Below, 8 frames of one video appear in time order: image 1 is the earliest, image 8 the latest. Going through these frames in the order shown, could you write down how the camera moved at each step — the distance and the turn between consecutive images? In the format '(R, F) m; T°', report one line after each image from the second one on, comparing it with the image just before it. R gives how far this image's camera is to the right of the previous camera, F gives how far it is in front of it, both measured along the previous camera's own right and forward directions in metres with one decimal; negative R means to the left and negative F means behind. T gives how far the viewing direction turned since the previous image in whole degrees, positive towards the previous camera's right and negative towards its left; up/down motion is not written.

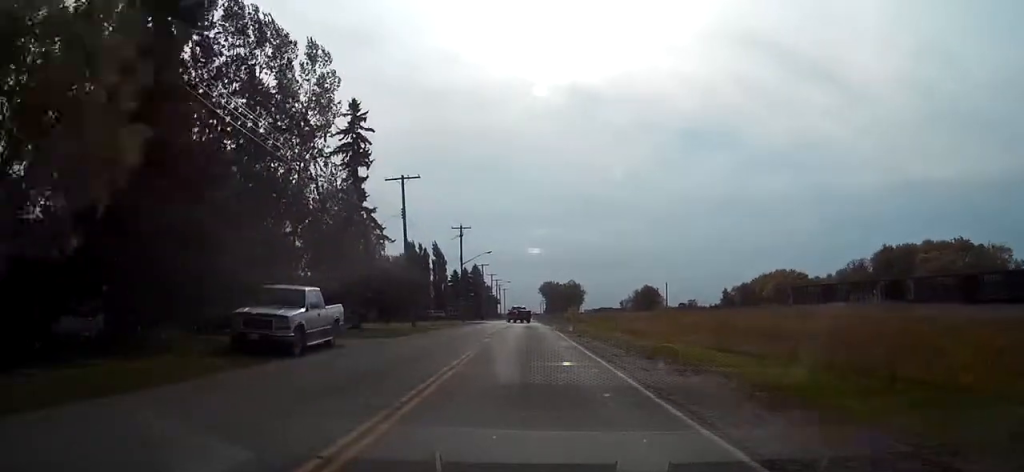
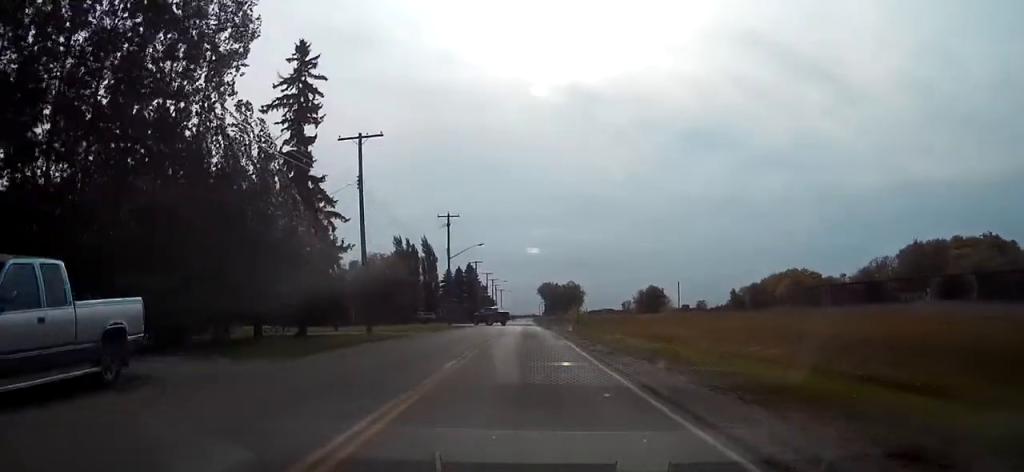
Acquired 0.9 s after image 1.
(+0.1, +13.2) m; +1°
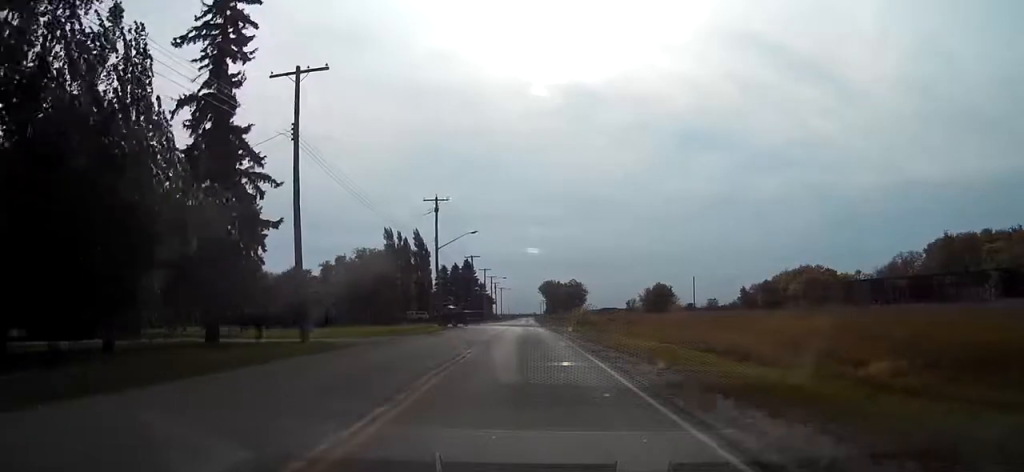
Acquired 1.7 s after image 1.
(+0.1, +11.5) m; 0°
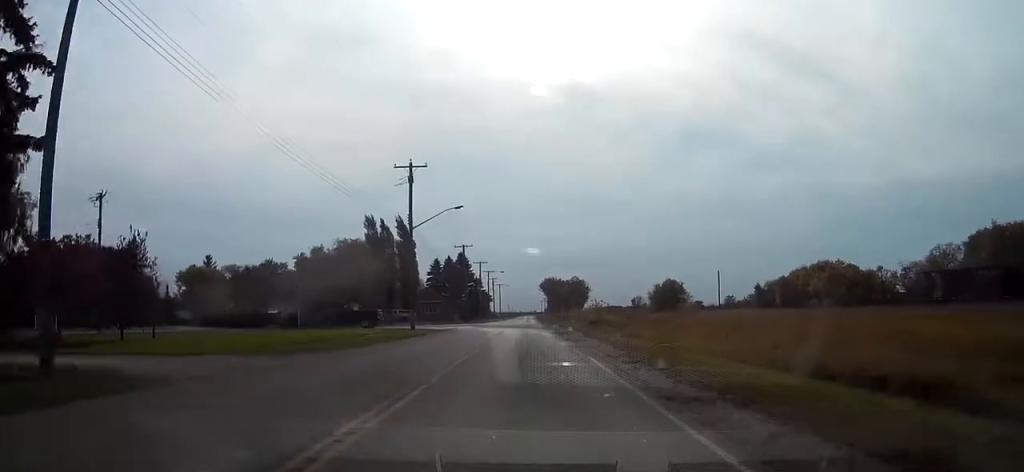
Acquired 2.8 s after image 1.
(-0.2, +15.7) m; -1°
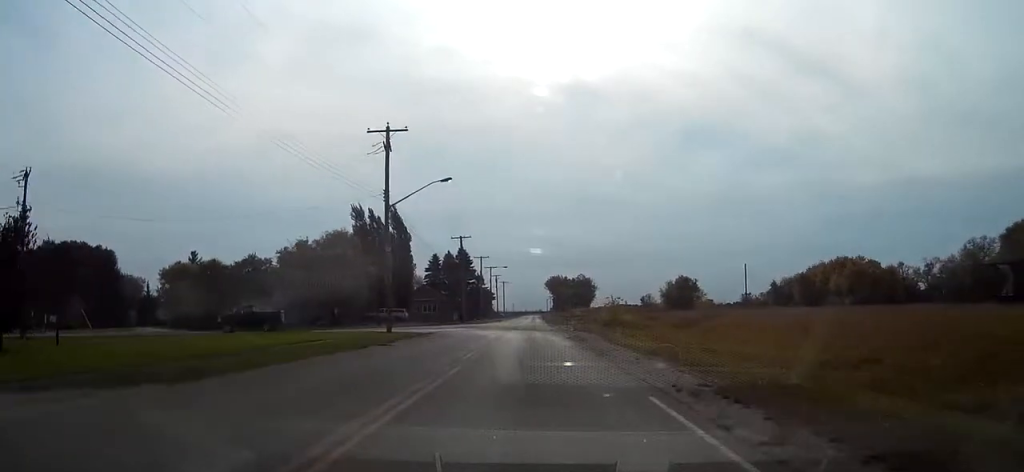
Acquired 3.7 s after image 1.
(+0.1, +10.7) m; 0°
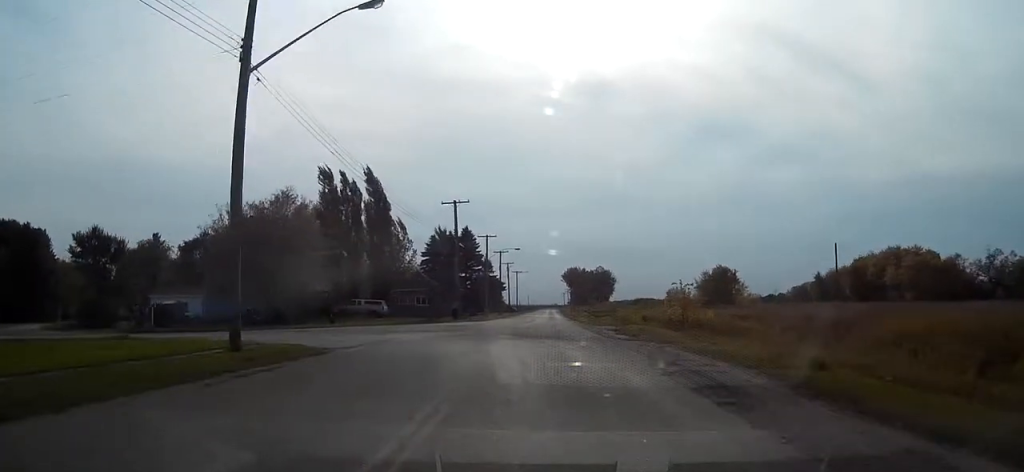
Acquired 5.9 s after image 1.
(-0.2, +24.9) m; 0°
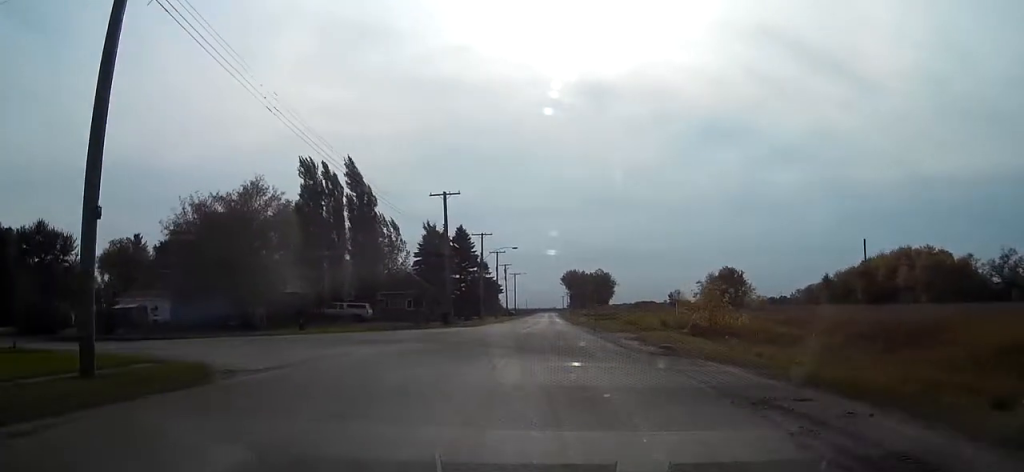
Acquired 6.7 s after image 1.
(+0.1, +6.9) m; 0°
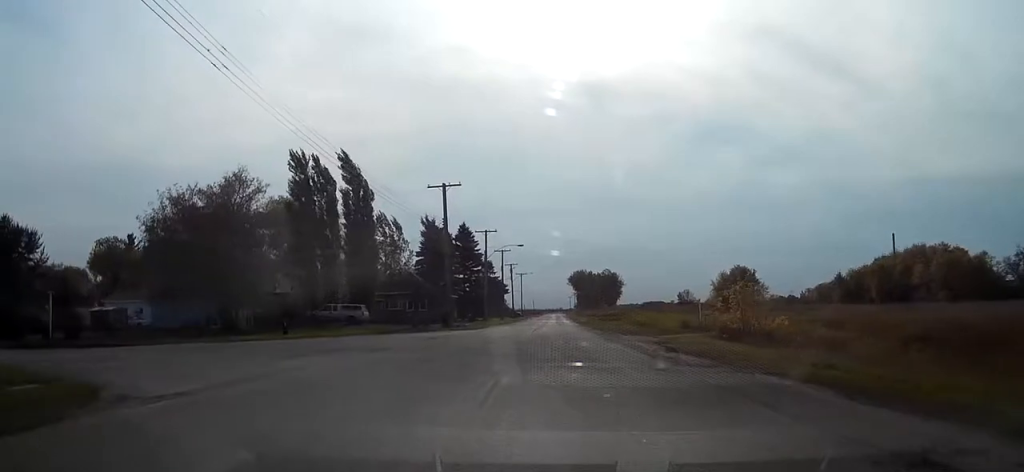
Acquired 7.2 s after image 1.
(0.0, +4.6) m; -1°
